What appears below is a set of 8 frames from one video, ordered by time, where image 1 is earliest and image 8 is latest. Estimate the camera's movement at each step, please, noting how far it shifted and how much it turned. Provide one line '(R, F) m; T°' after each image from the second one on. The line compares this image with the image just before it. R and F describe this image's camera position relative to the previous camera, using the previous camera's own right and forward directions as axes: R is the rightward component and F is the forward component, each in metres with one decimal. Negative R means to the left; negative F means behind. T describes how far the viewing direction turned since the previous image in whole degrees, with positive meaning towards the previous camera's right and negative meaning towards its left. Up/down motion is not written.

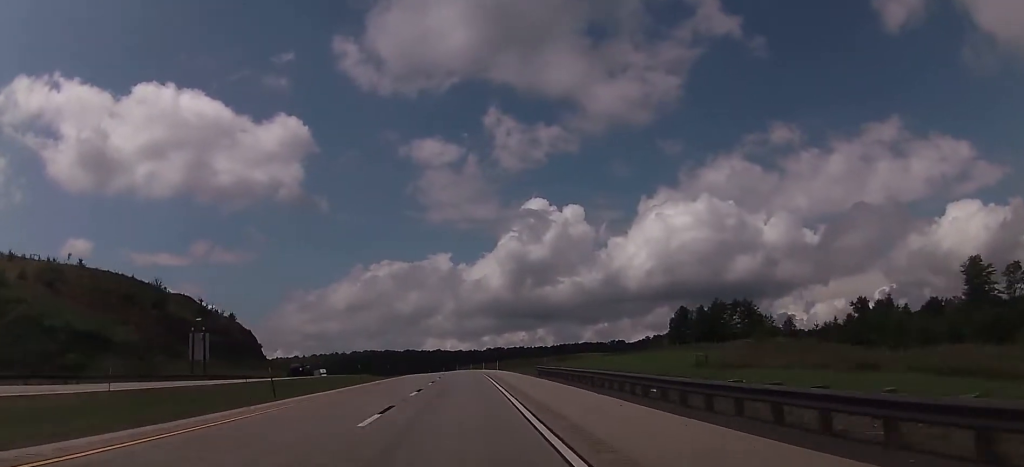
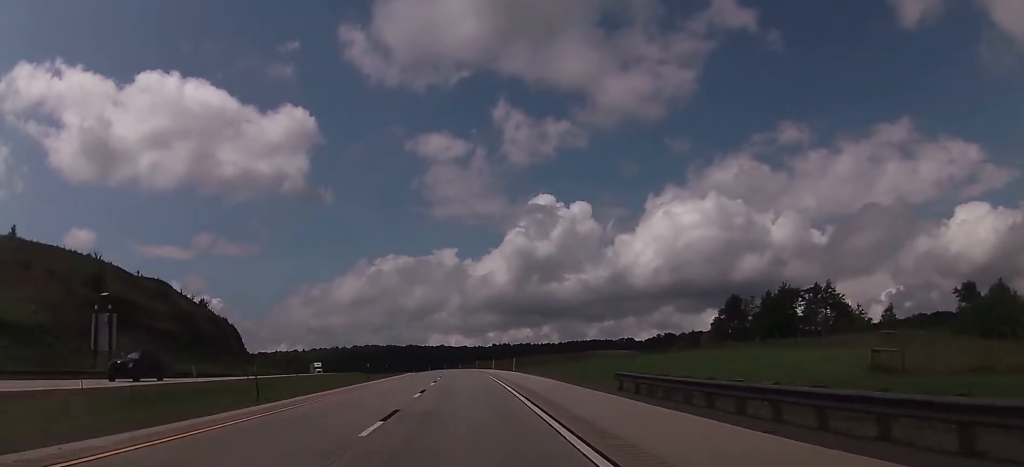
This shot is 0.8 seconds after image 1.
(0.0, +25.9) m; -1°
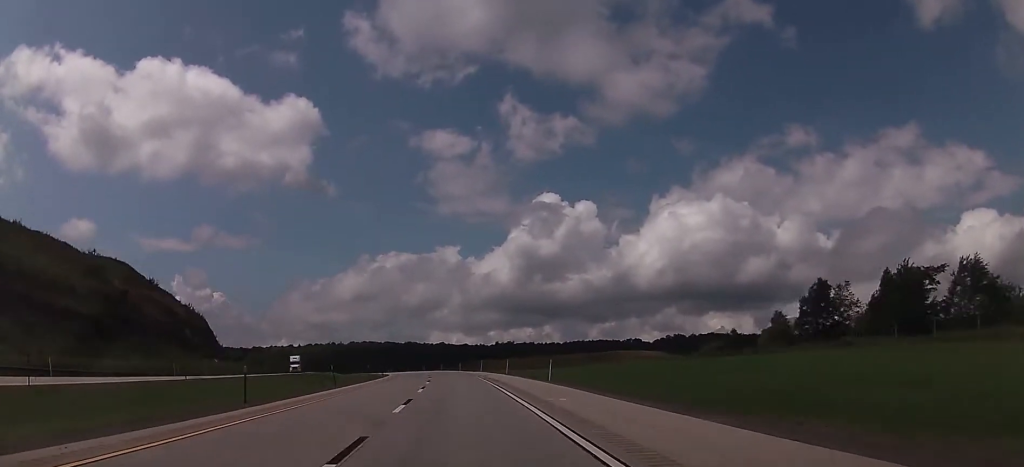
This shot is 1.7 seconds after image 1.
(-0.3, +30.3) m; -1°
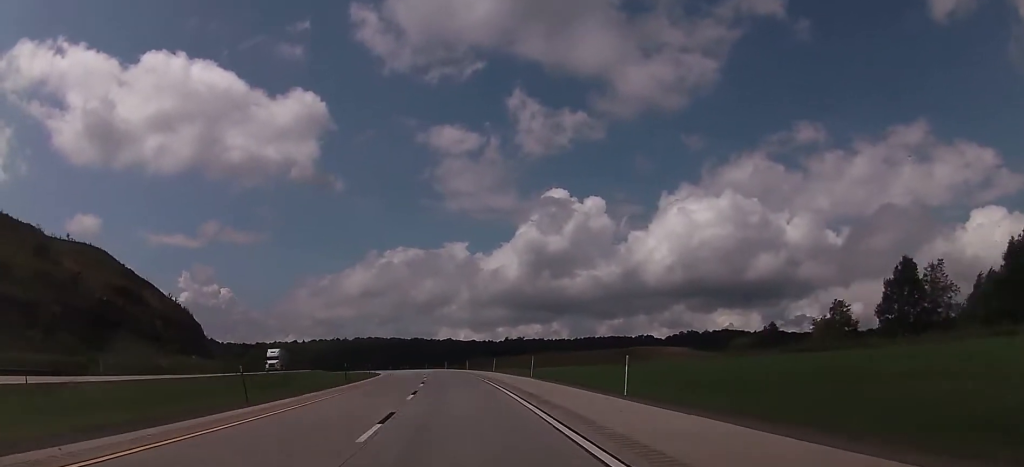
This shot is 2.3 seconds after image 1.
(-0.3, +18.4) m; -1°
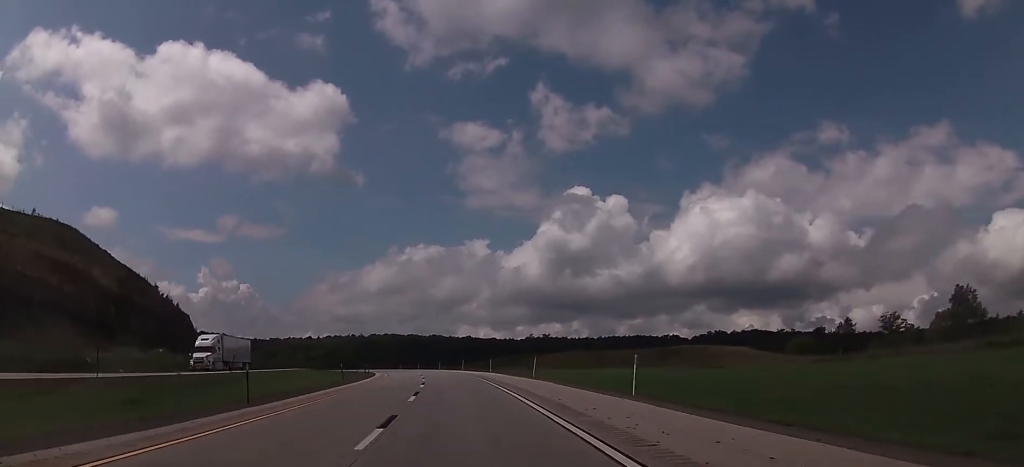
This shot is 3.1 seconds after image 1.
(0.0, +24.9) m; 0°
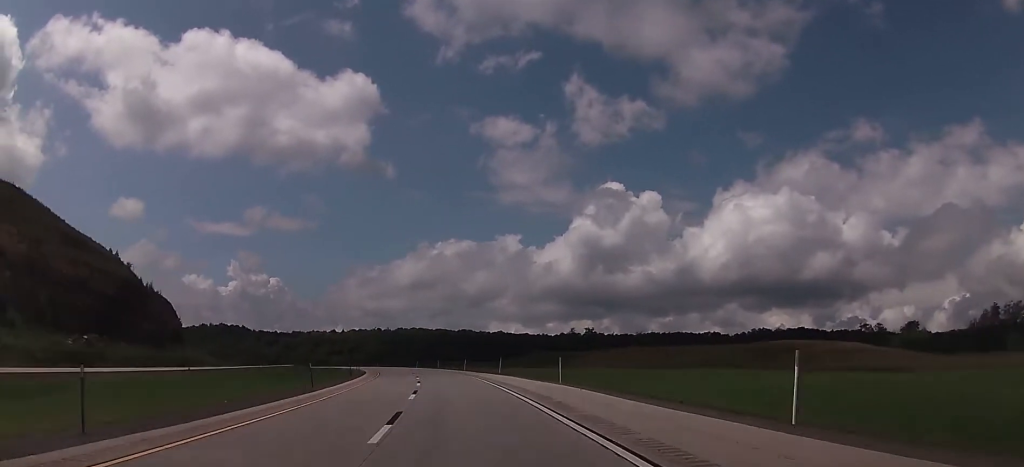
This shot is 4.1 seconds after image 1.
(0.0, +33.8) m; 0°
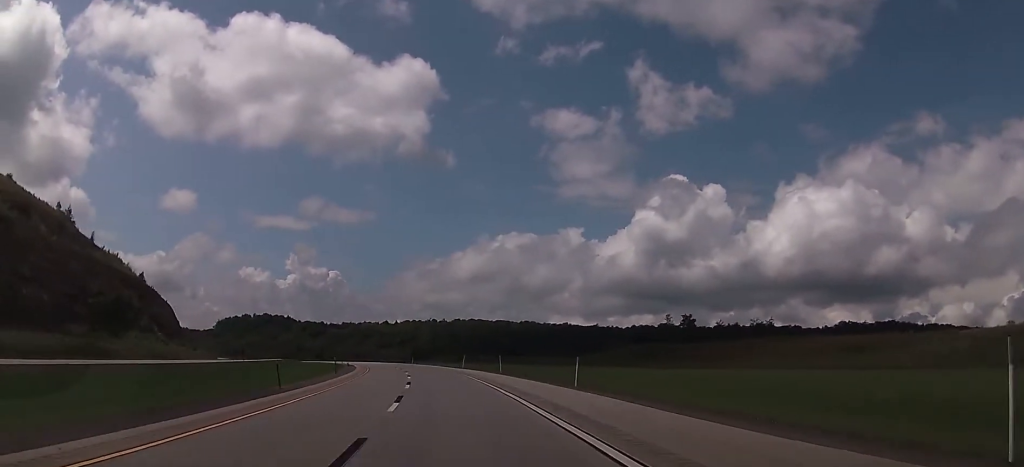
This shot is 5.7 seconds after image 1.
(-0.1, +53.8) m; -2°
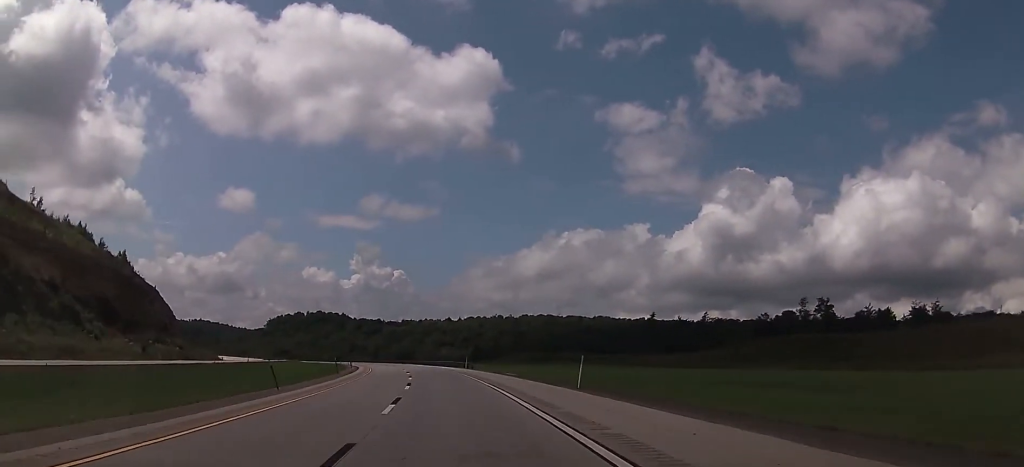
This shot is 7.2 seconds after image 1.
(-3.4, +48.1) m; -7°
